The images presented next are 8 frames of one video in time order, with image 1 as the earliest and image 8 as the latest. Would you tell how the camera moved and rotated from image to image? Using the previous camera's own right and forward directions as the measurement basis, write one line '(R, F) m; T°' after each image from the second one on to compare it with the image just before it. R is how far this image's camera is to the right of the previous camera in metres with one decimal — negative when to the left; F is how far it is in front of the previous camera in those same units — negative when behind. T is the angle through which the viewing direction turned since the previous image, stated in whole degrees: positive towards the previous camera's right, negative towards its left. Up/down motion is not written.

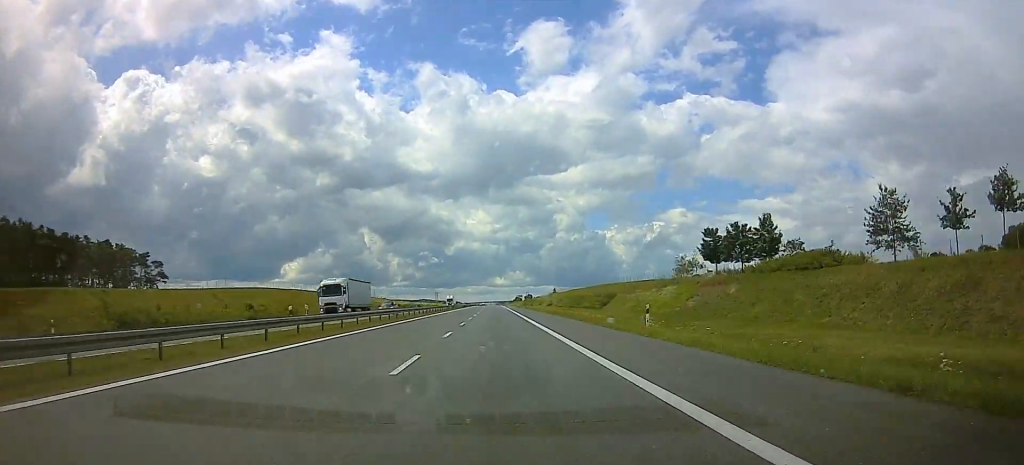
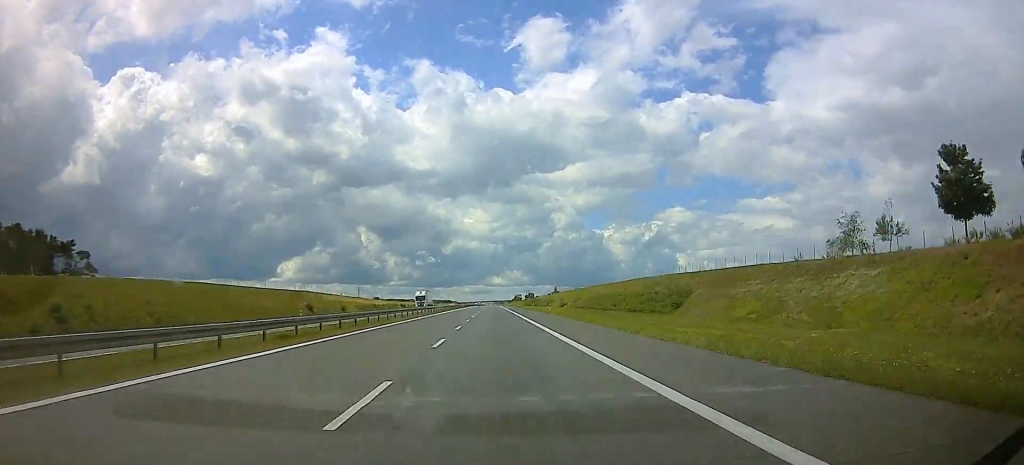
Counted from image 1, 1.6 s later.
(+0.1, +53.6) m; 0°
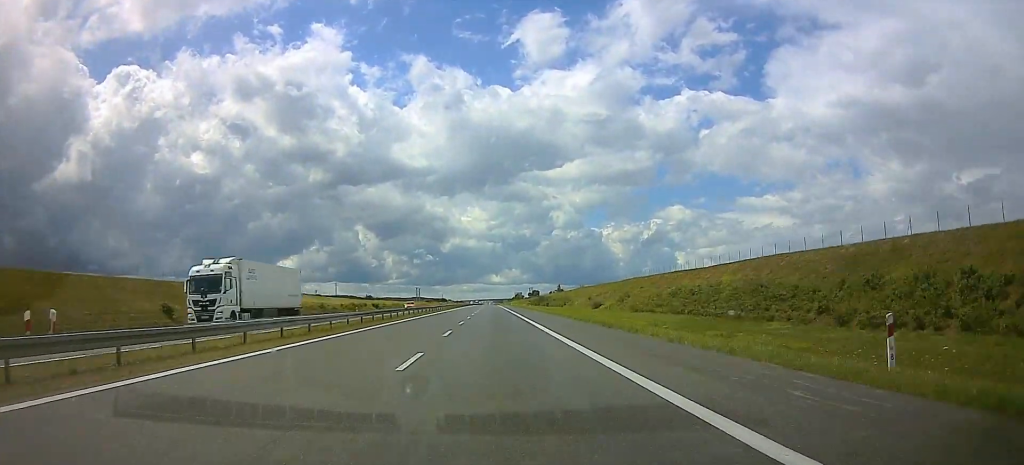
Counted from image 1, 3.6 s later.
(-0.4, +66.4) m; 0°
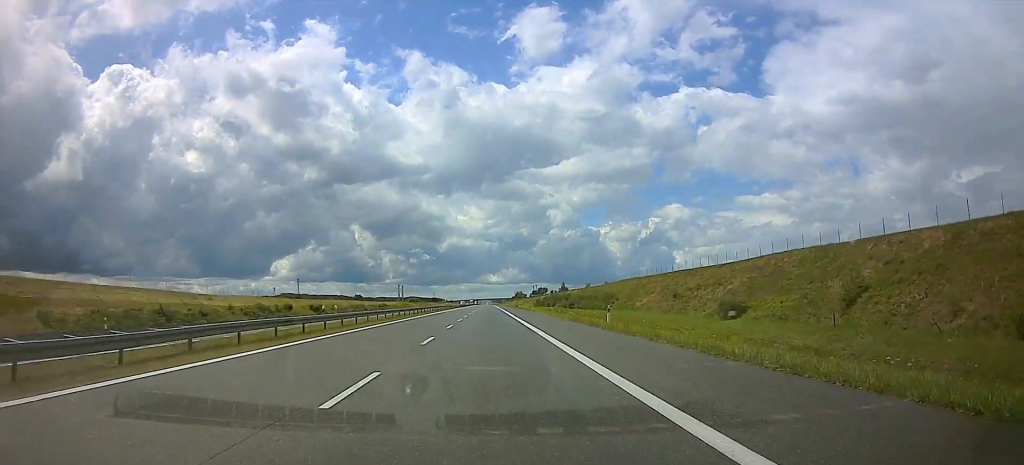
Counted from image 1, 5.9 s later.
(-0.1, +76.0) m; 0°
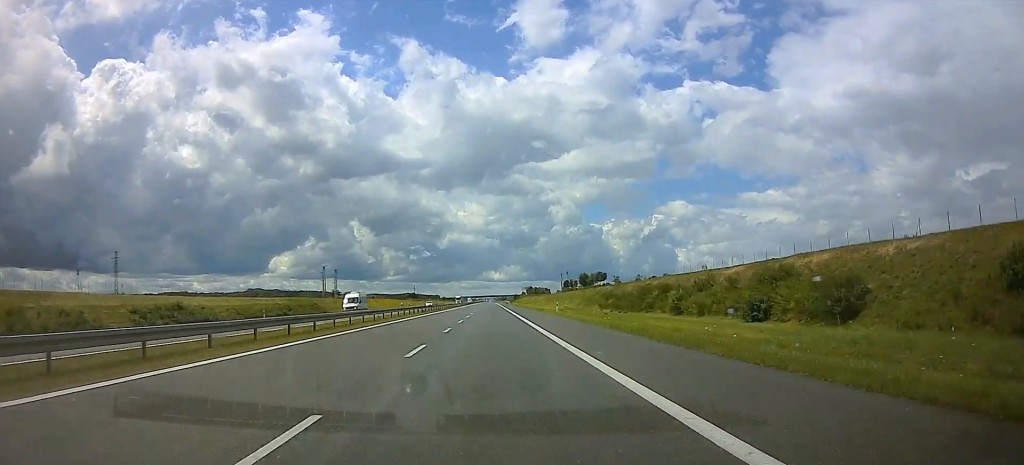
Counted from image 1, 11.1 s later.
(-0.3, +170.9) m; 0°
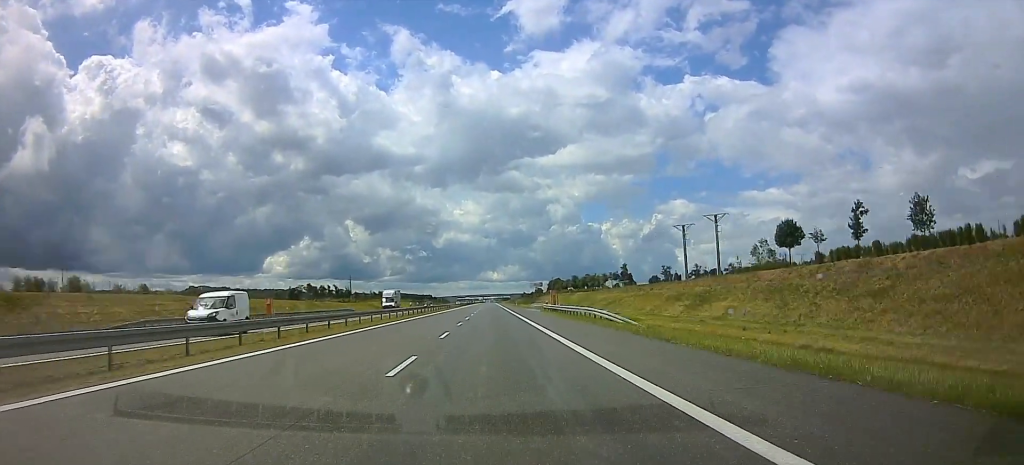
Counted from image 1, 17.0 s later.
(+0.1, +192.6) m; +1°
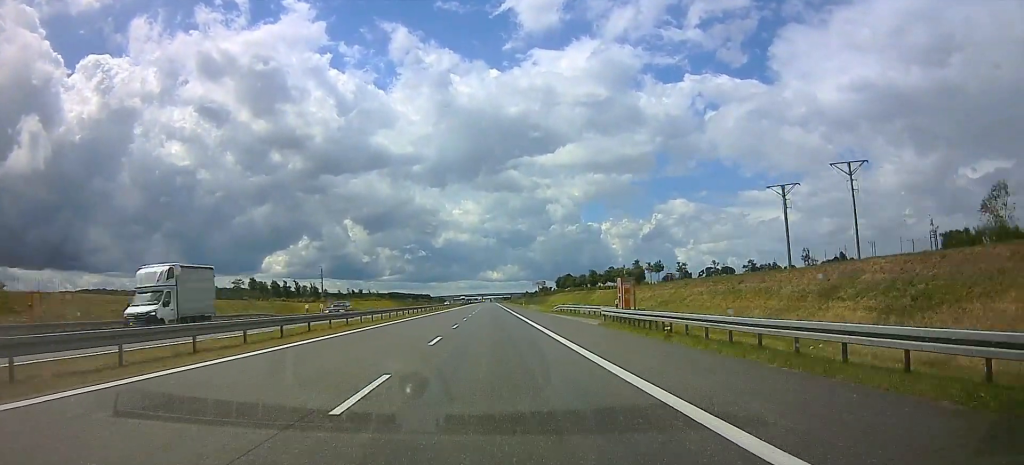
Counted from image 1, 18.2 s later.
(+0.6, +39.2) m; 0°
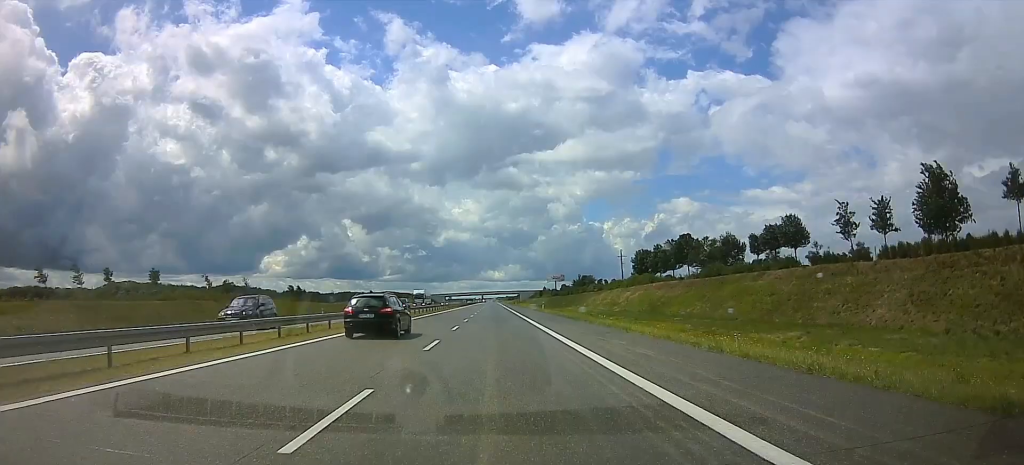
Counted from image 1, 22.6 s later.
(-0.2, +144.0) m; -1°
